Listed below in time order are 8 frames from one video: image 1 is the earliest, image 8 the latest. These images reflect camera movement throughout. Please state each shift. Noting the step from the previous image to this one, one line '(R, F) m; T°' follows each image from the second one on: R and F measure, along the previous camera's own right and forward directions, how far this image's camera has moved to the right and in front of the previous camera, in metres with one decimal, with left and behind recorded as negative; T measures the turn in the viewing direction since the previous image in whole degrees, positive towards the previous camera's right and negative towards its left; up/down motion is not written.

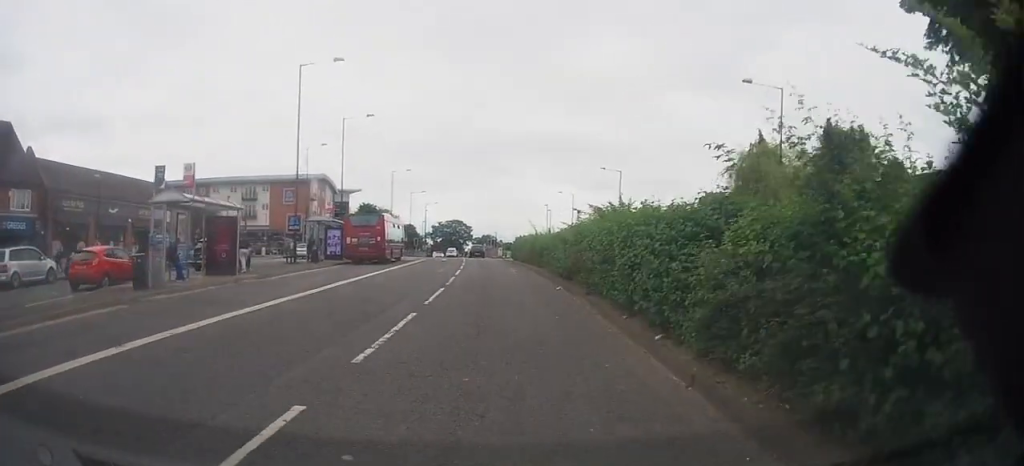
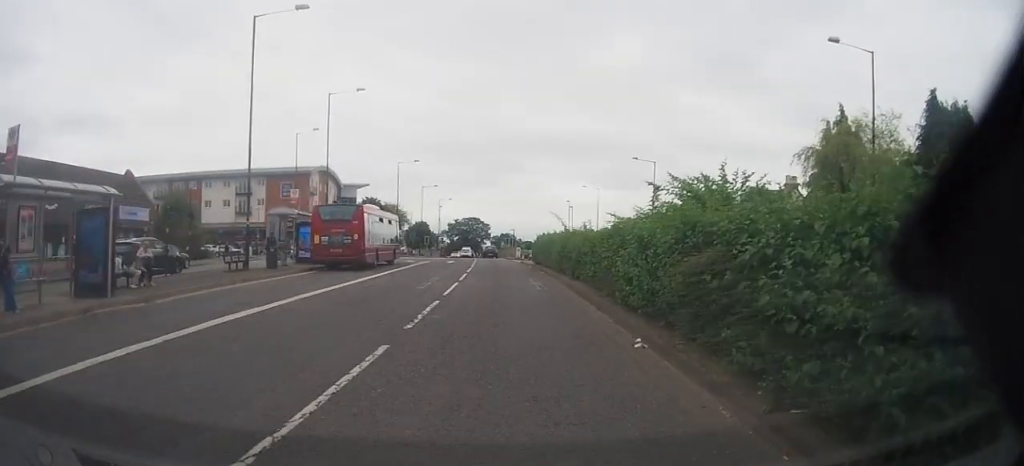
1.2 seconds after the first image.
(-0.1, +9.3) m; 0°
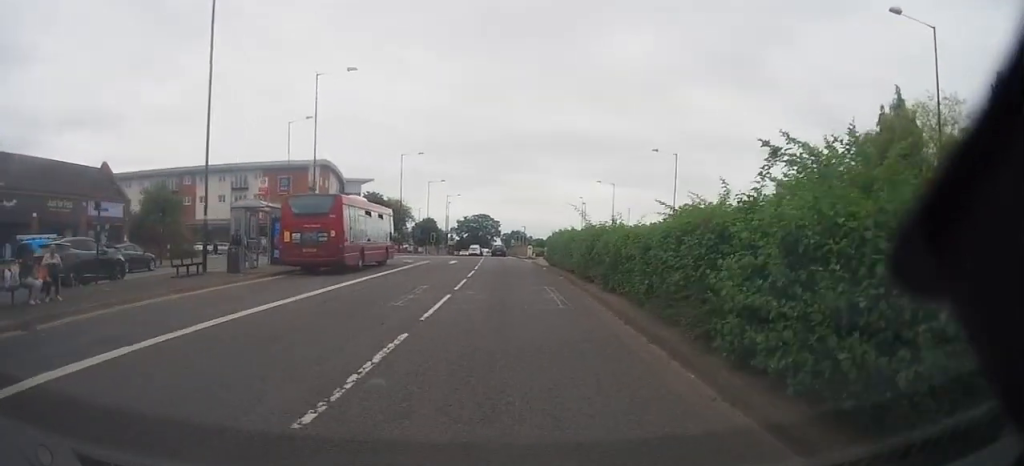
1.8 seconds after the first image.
(+0.1, +5.0) m; 0°
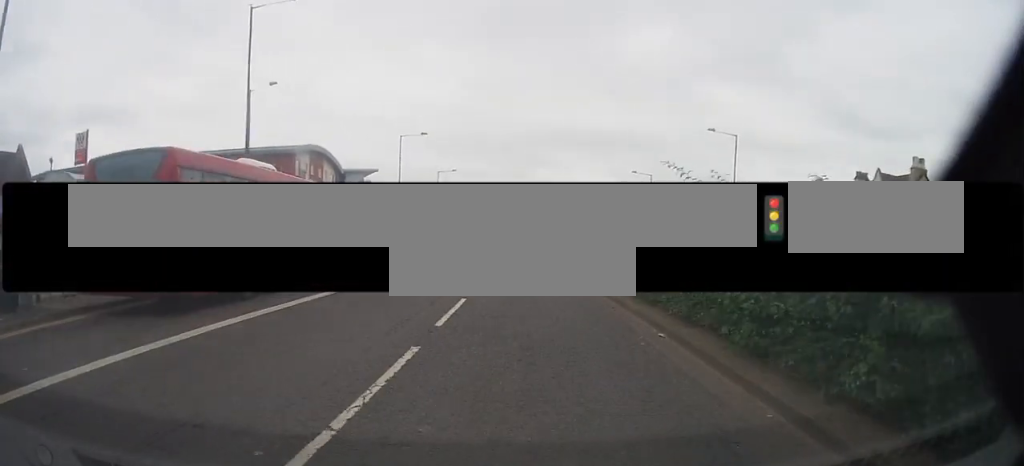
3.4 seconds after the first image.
(-0.3, +12.8) m; -3°
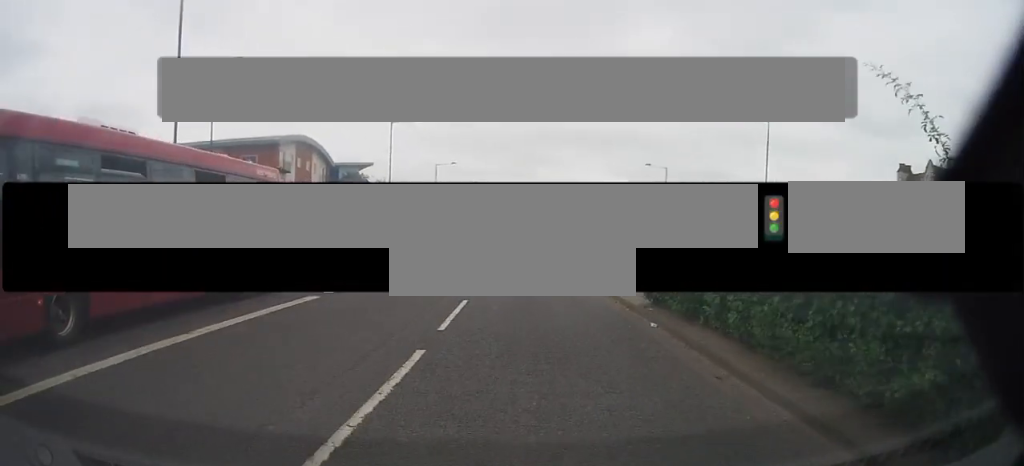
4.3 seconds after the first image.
(-0.1, +6.8) m; 0°
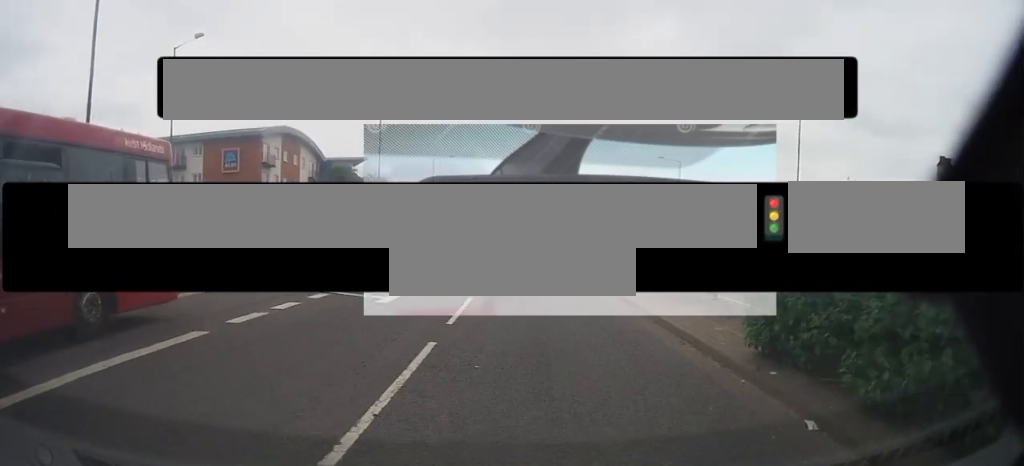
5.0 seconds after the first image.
(0.0, +5.5) m; +1°
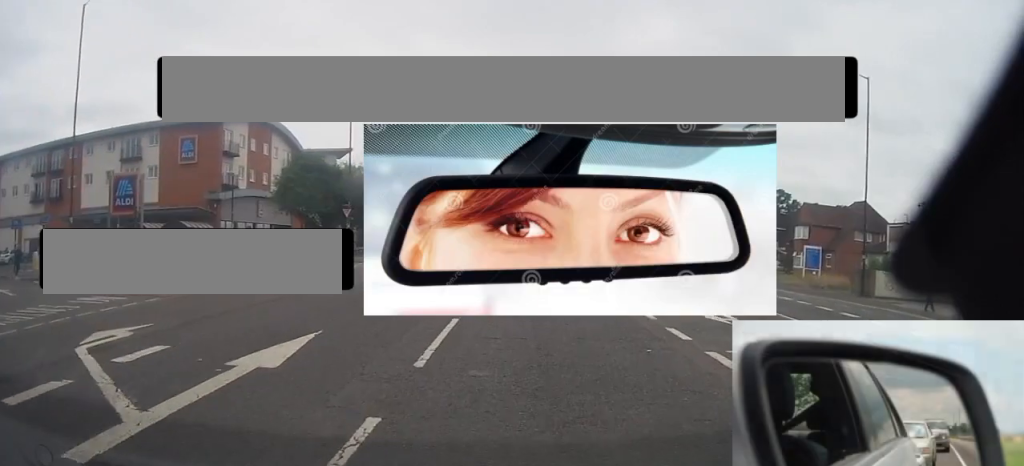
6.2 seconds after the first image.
(+0.2, +9.8) m; +1°
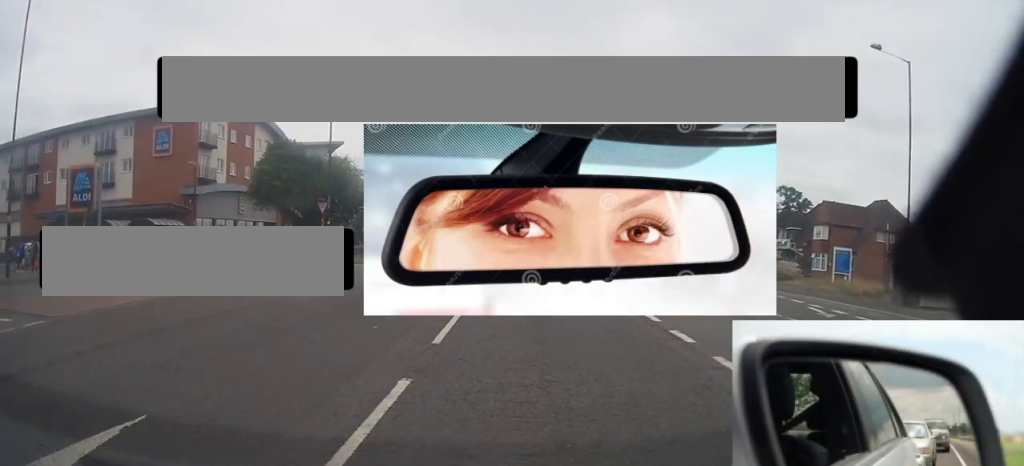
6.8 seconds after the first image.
(-0.2, +4.7) m; +1°
